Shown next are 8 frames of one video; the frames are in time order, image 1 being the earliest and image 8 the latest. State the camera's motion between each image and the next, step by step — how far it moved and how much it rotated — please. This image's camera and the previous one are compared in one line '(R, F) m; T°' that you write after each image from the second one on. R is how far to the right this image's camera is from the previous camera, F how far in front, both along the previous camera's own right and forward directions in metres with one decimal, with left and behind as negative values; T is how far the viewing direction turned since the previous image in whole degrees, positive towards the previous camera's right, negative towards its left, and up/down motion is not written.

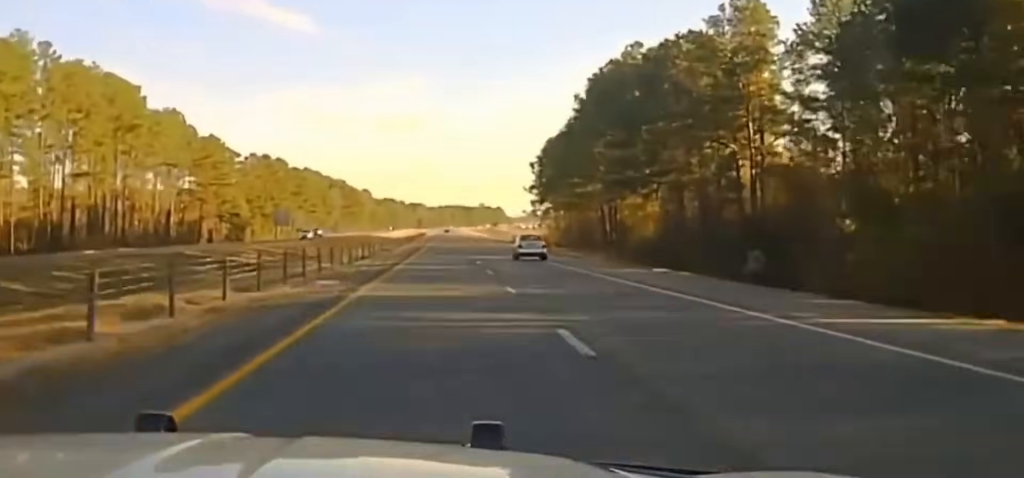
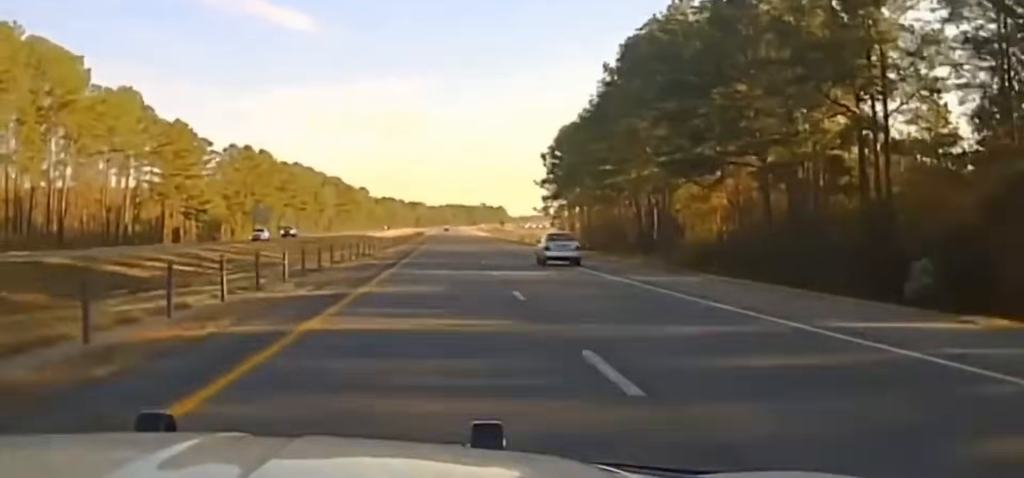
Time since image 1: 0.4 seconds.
(0.0, +18.3) m; 0°
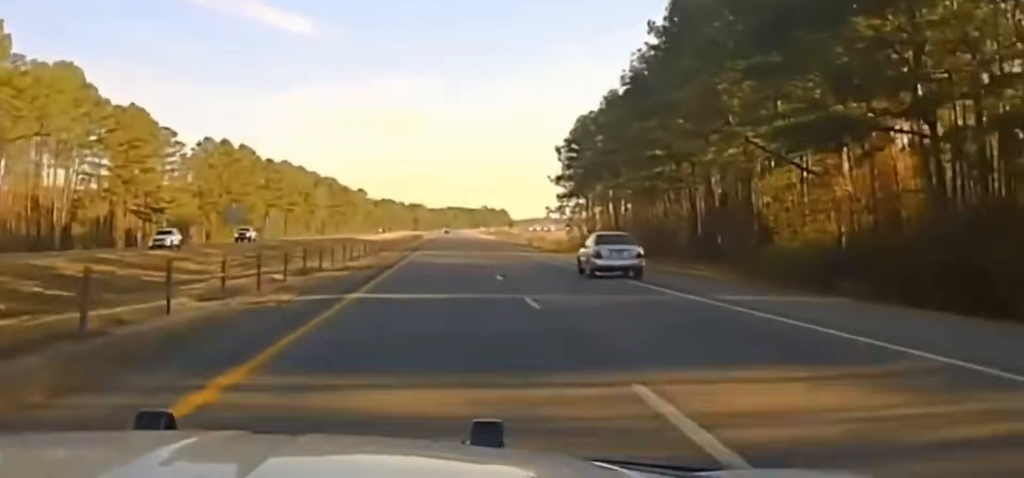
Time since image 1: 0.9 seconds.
(0.0, +20.2) m; 0°
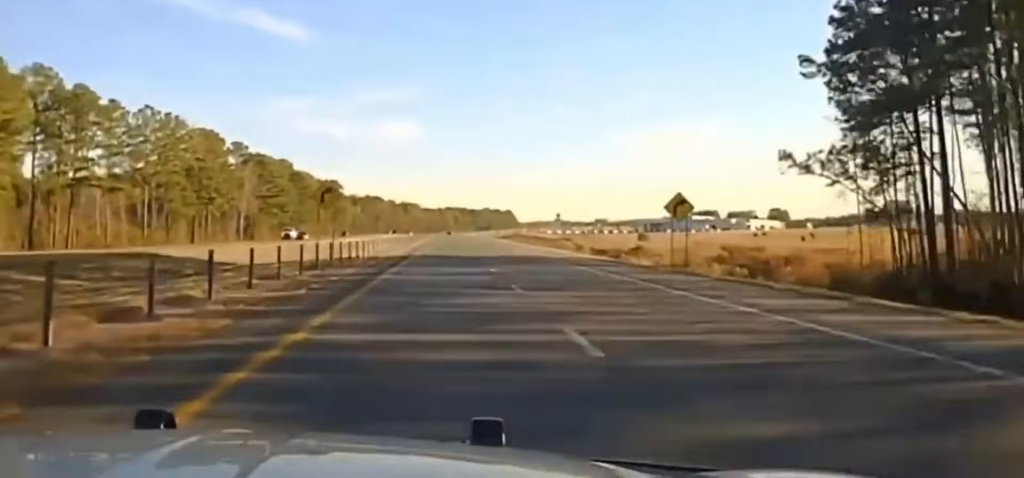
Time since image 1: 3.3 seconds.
(+0.2, +113.0) m; 0°
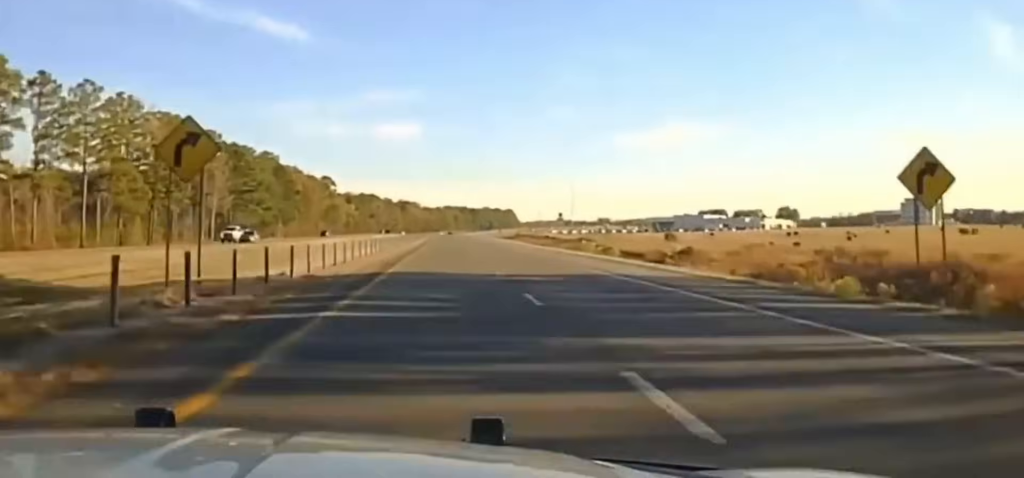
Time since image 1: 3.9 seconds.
(0.0, +28.3) m; 0°
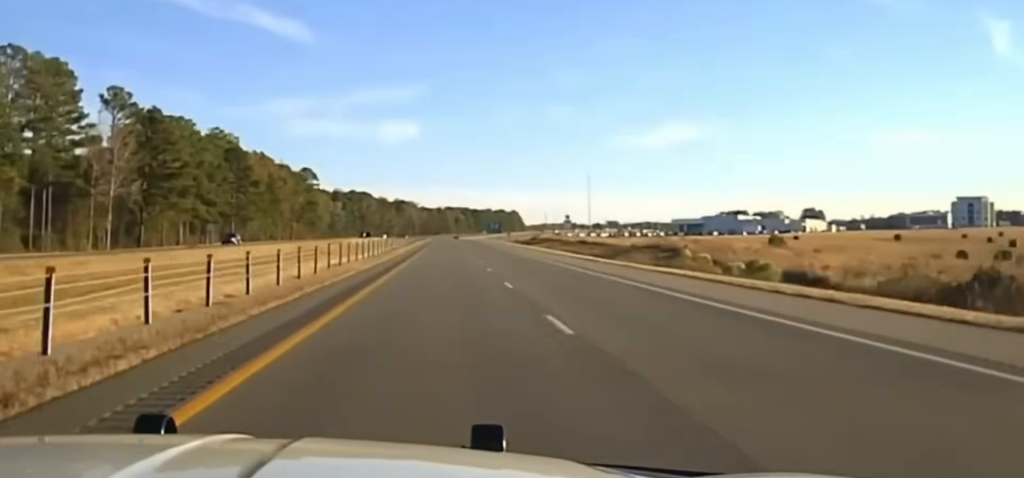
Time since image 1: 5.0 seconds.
(0.0, +60.2) m; 0°
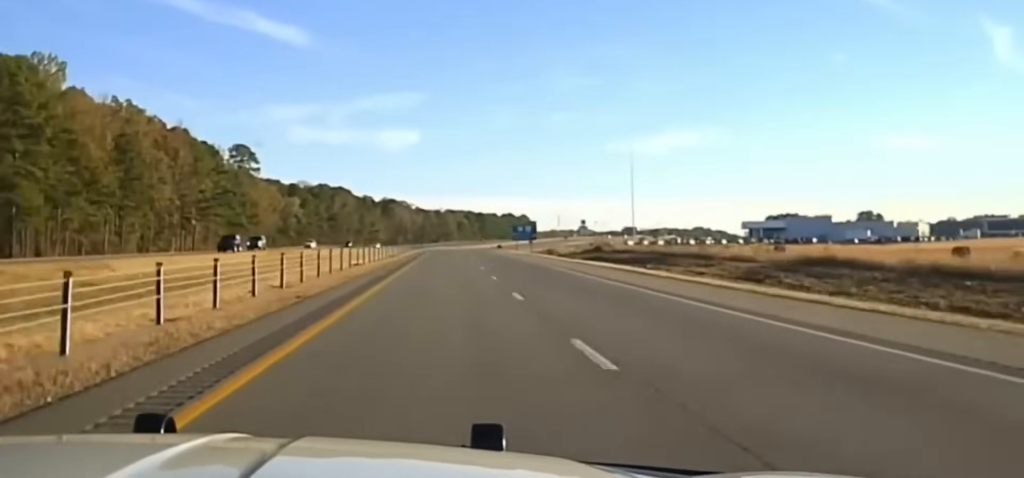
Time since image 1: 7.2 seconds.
(0.0, +130.8) m; 0°
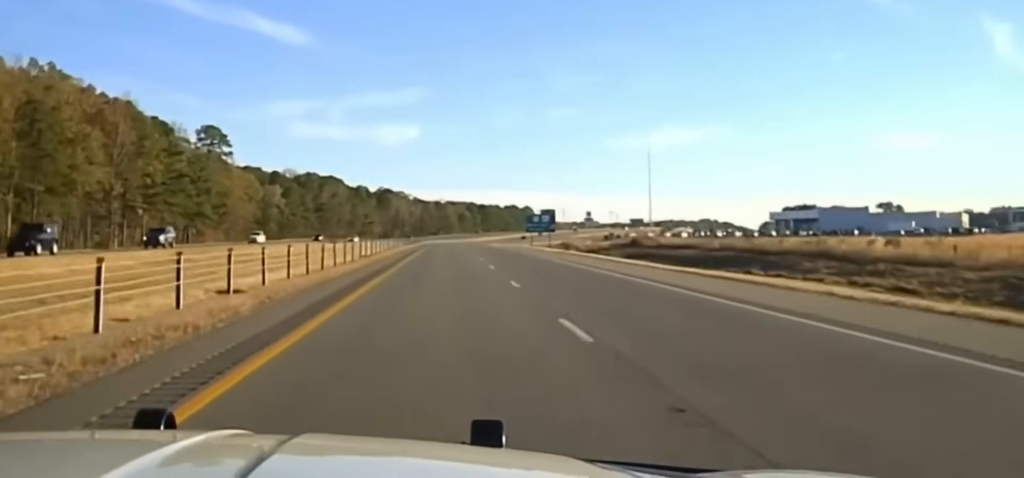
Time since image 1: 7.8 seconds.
(0.0, +40.0) m; 0°
